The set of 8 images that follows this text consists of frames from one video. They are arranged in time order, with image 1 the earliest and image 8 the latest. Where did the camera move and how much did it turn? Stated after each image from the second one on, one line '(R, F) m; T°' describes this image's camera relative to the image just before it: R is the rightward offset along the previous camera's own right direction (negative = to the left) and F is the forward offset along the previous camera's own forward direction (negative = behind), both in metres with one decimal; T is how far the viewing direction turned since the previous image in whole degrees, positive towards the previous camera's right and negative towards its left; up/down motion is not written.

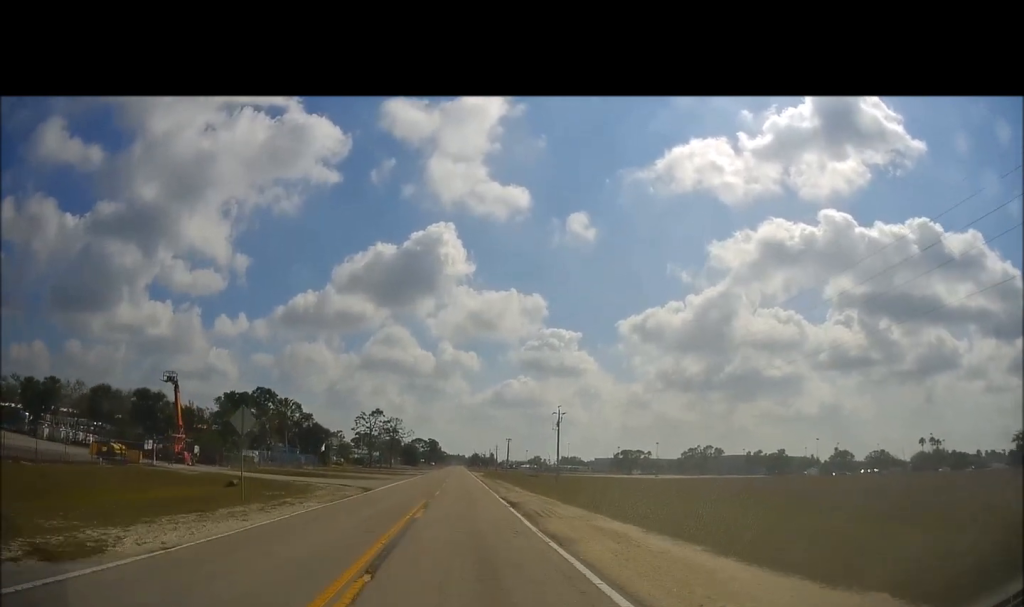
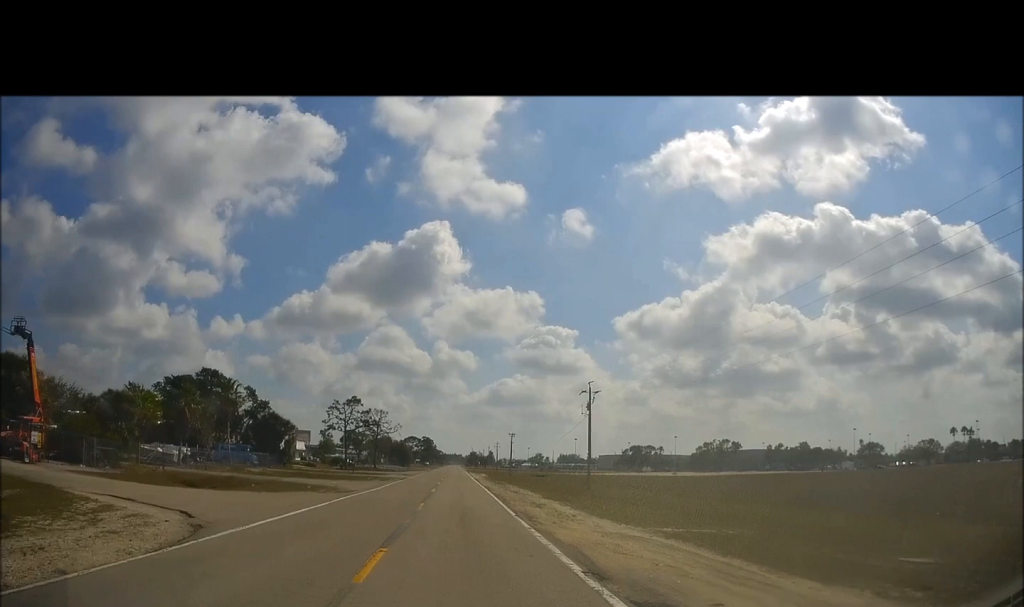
(+0.4, +21.3) m; +1°
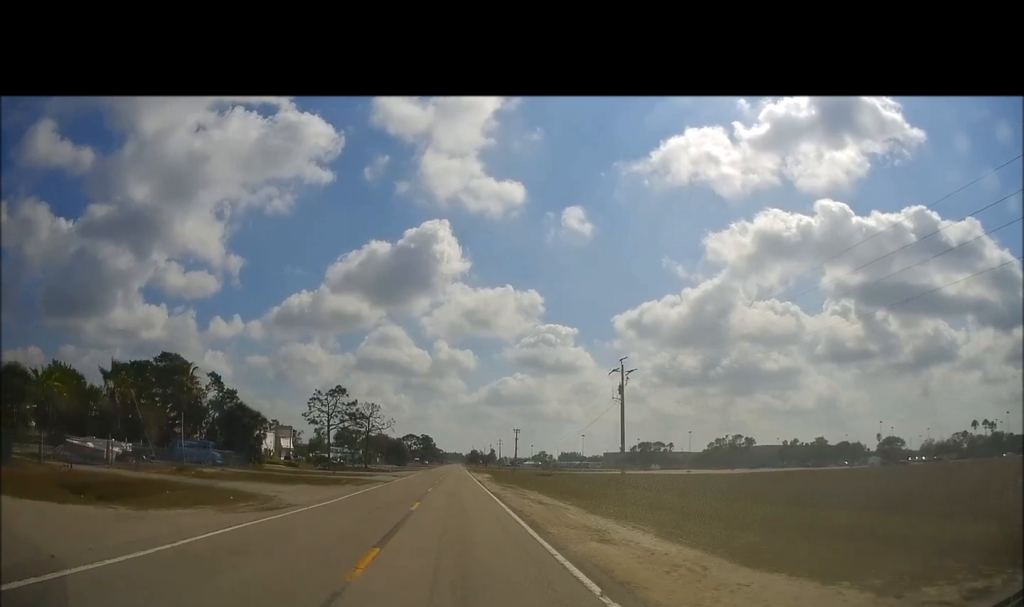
(0.0, +12.0) m; 0°
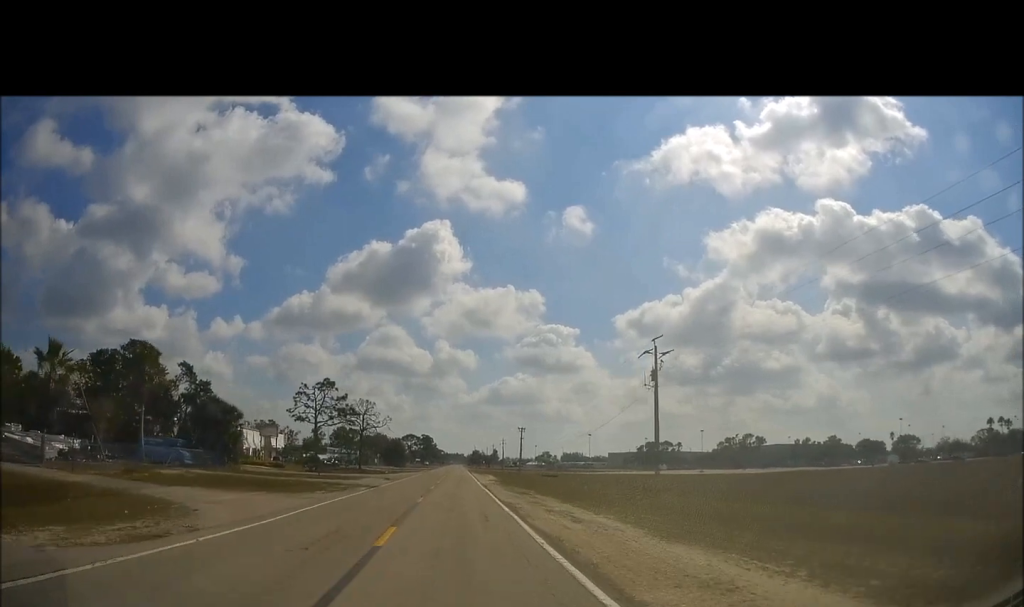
(0.0, +8.0) m; 0°
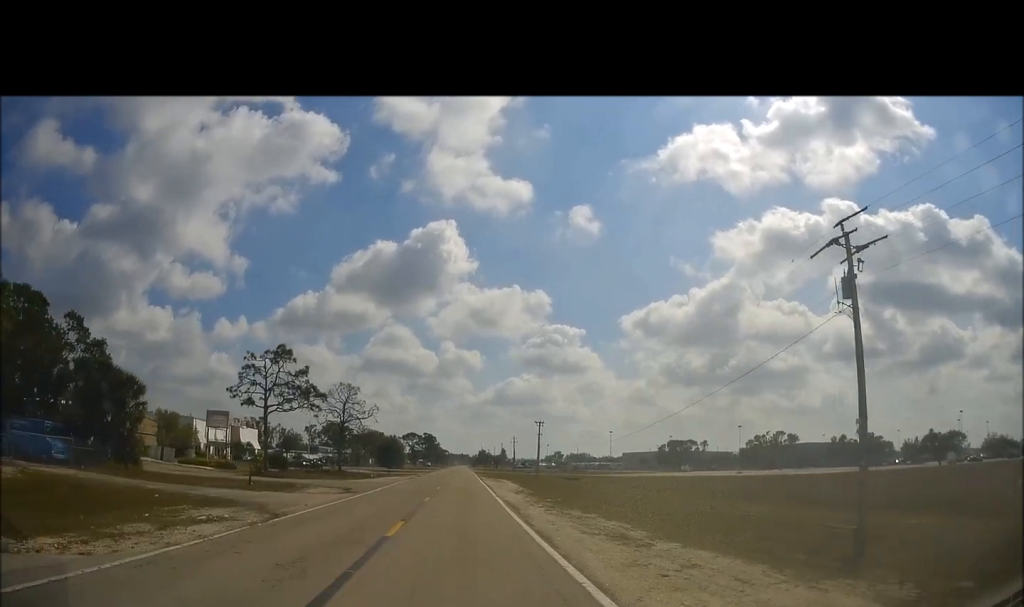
(0.0, +21.4) m; 0°
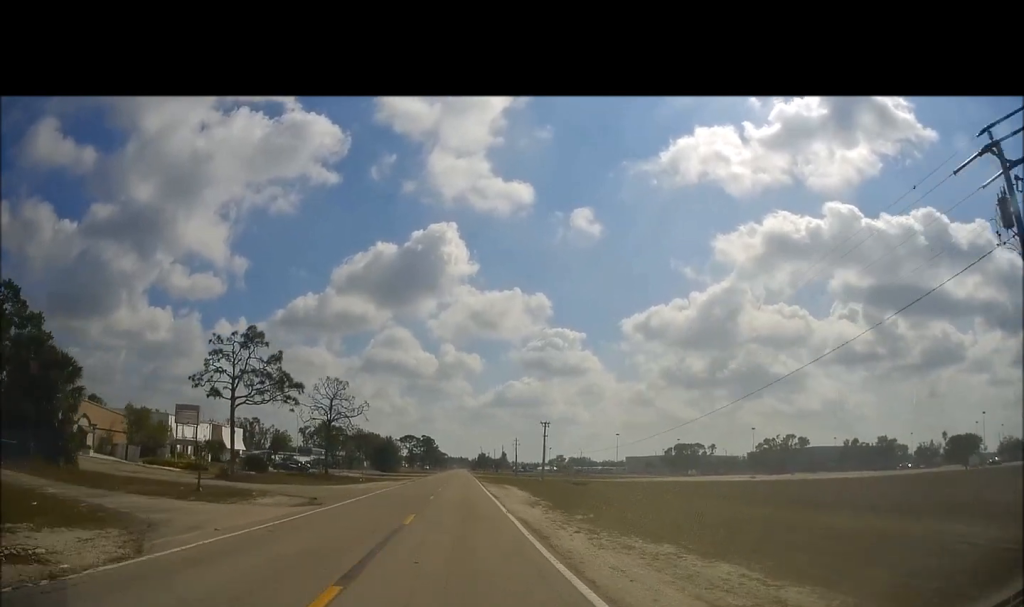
(0.0, +8.2) m; +1°
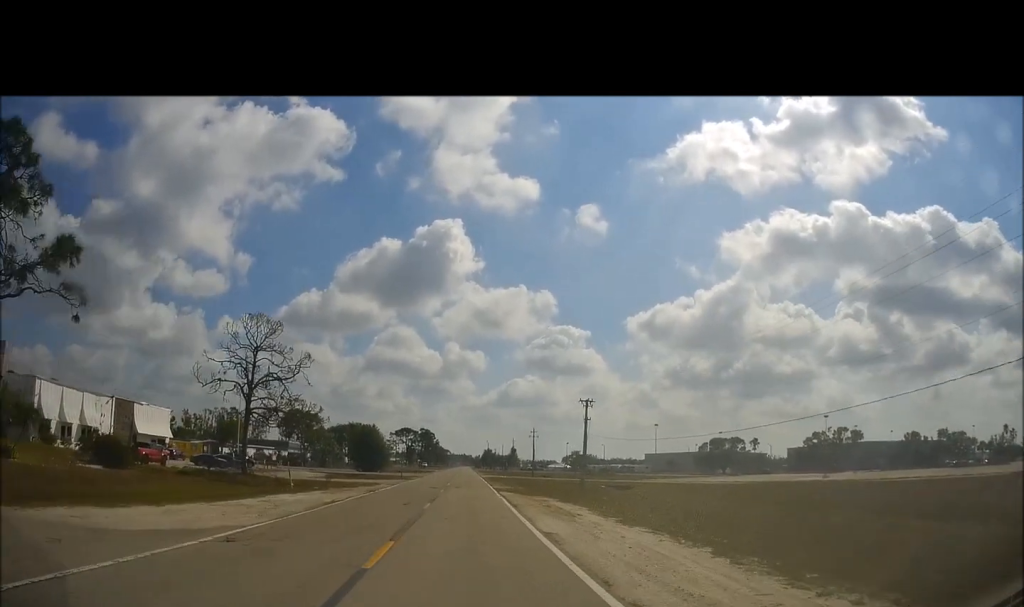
(+0.8, +31.1) m; +1°
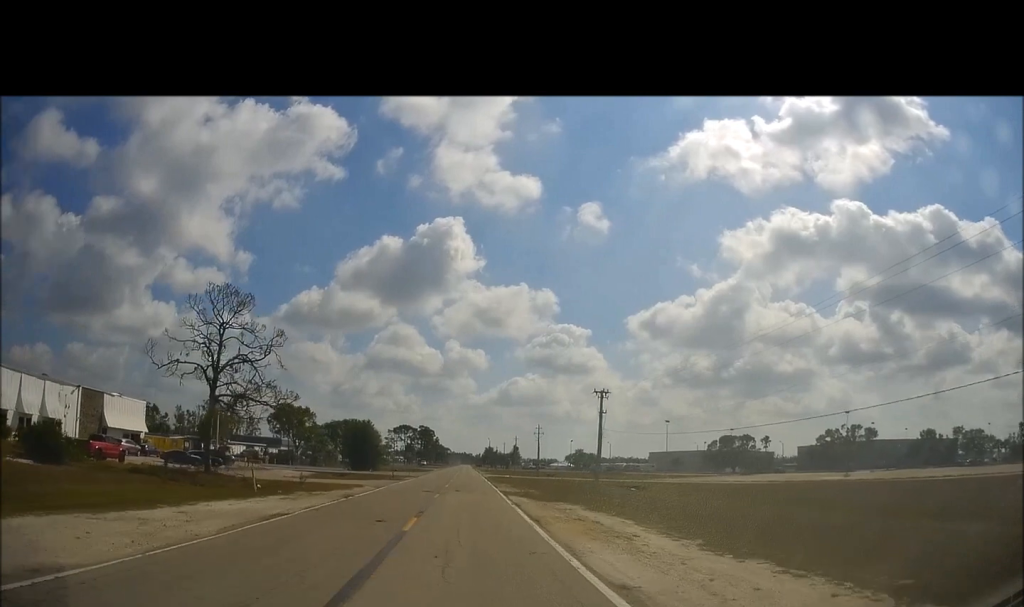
(-0.2, +7.3) m; -1°
